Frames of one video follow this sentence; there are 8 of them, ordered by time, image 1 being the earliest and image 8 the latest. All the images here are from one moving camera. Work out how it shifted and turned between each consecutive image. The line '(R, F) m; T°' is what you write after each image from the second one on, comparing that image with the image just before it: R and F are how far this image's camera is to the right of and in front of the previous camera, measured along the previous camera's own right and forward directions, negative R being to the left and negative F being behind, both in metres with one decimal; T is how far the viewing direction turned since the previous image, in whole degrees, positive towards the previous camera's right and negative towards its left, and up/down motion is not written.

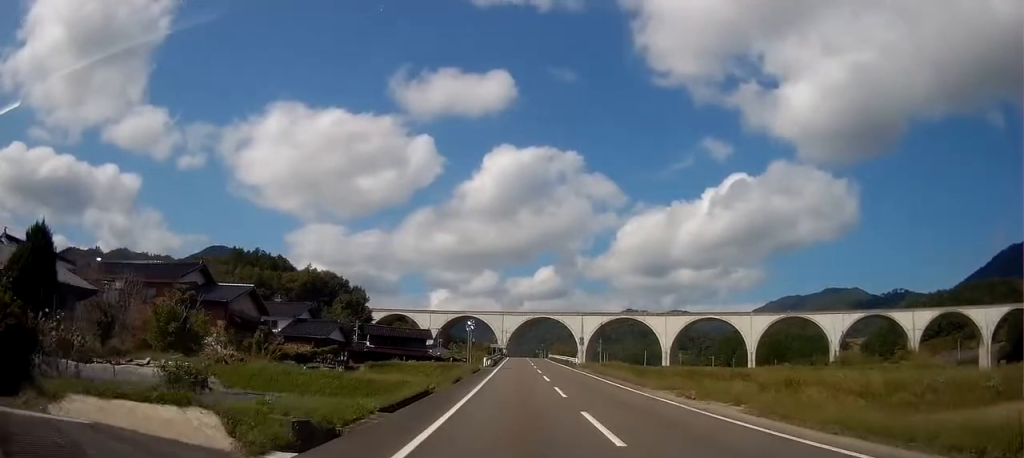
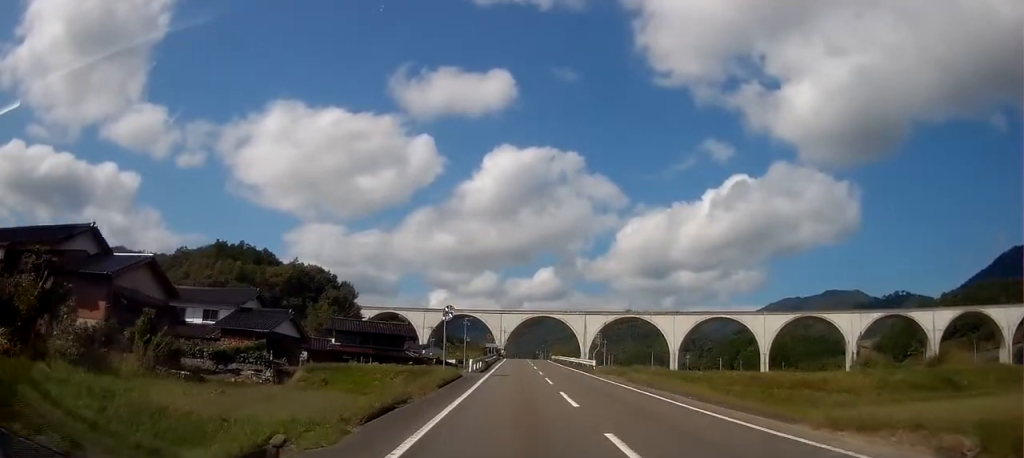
(0.0, +14.0) m; 0°
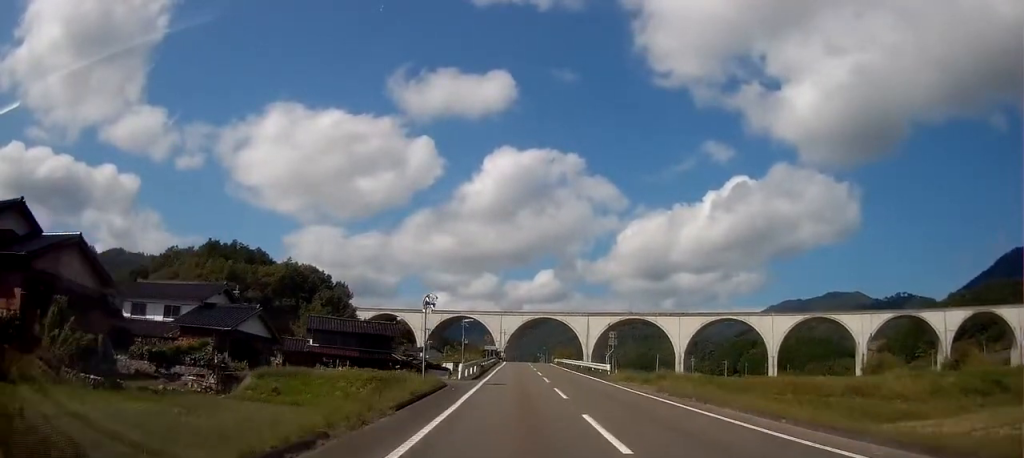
(0.0, +6.7) m; 0°
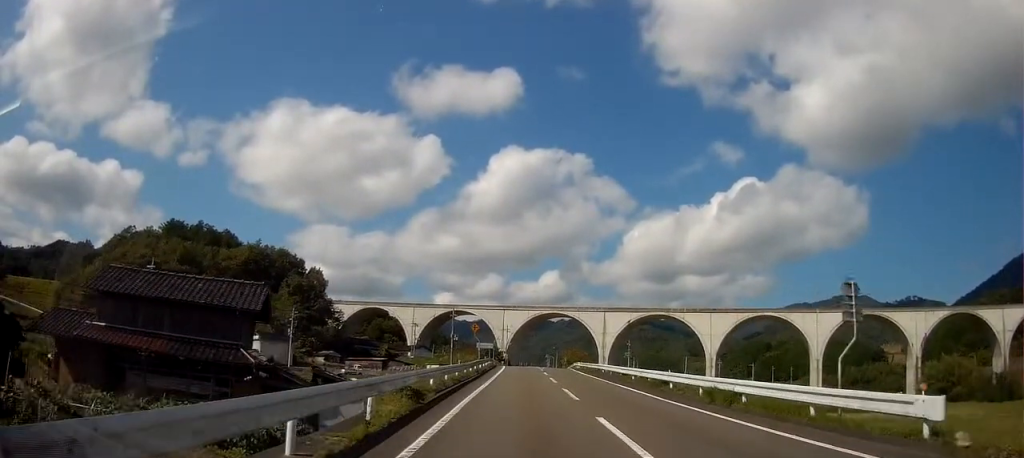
(+0.4, +30.3) m; +1°
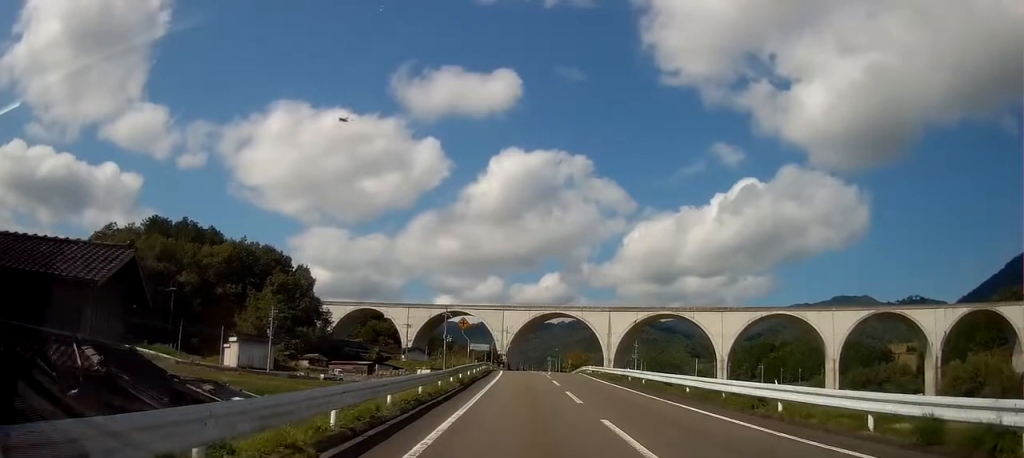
(-0.1, +10.3) m; -1°
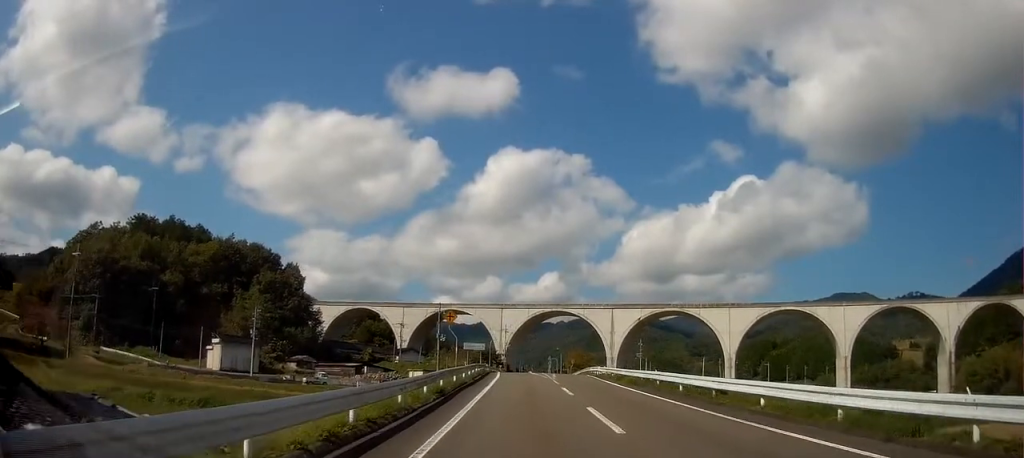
(0.0, +6.8) m; +1°
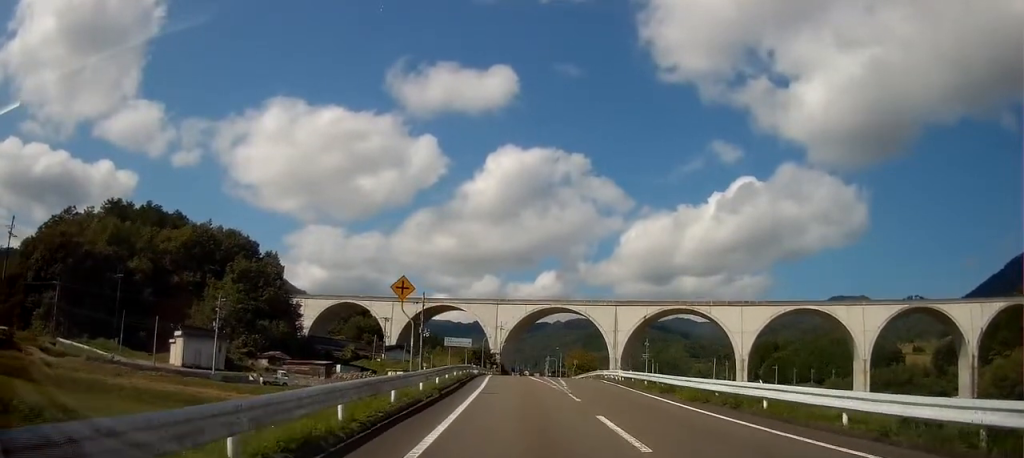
(+0.2, +12.2) m; -1°
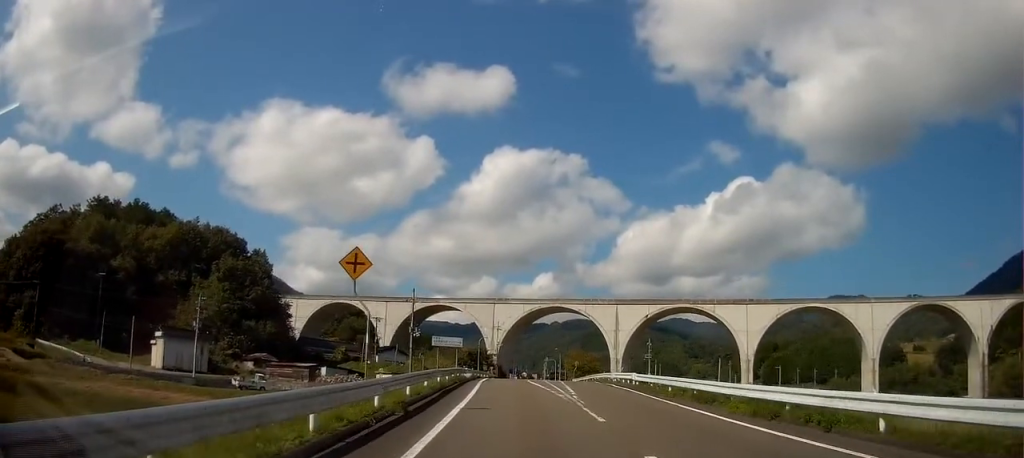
(+0.1, +5.2) m; -1°
